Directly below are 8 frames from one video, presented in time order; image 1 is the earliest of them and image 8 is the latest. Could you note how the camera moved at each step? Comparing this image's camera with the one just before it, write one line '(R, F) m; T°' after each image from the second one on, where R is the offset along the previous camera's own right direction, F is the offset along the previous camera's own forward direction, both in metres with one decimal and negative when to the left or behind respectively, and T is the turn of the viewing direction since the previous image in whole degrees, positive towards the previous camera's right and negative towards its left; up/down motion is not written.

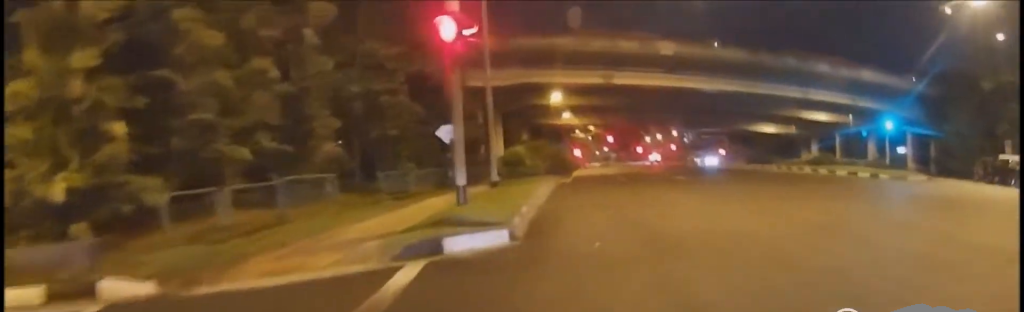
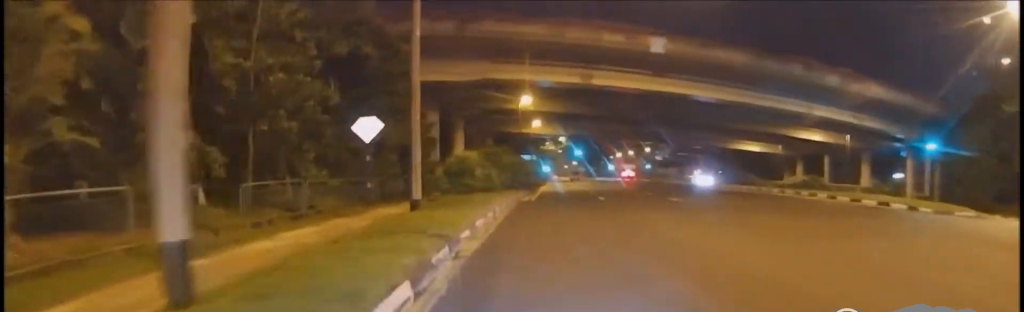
(+0.3, +6.1) m; +13°
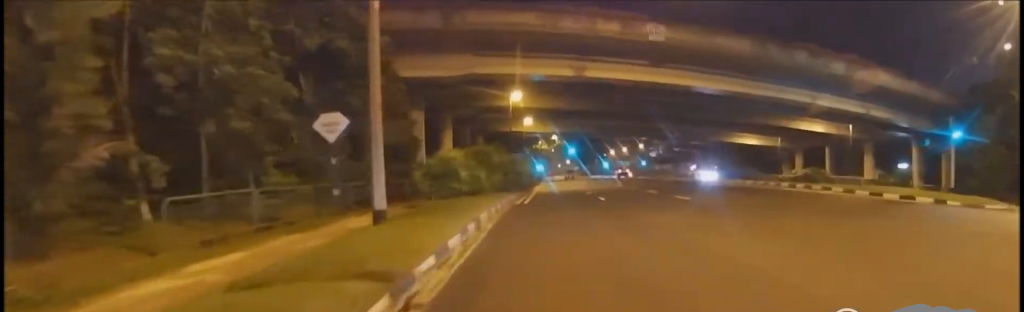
(+0.3, +2.2) m; -1°
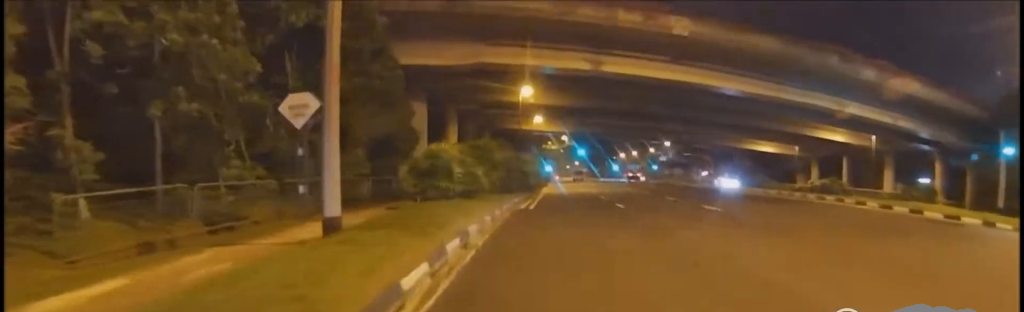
(+0.4, +2.4) m; -2°
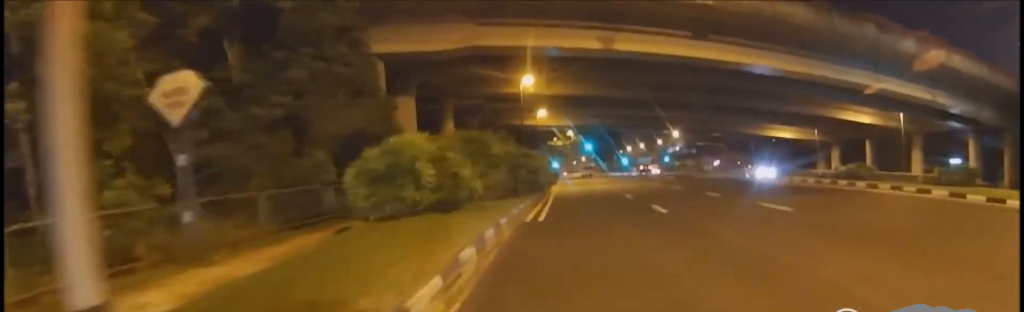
(-0.4, +4.1) m; -7°
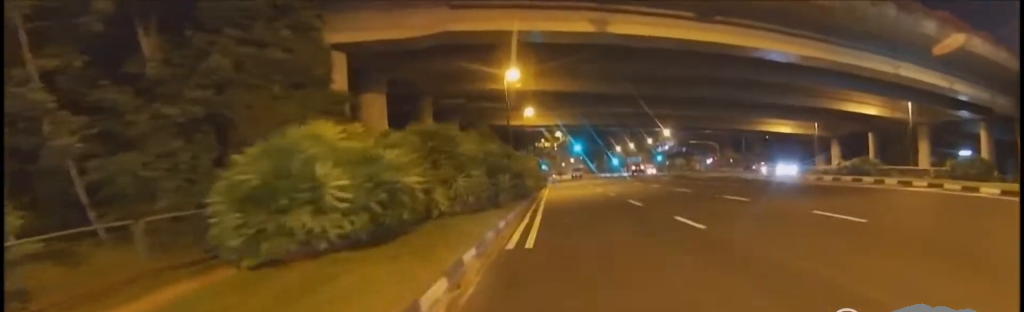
(-0.4, +3.5) m; -6°
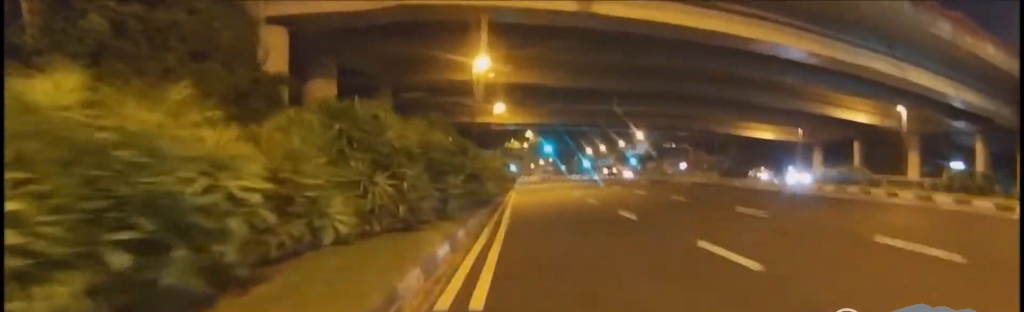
(0.0, +3.3) m; 0°
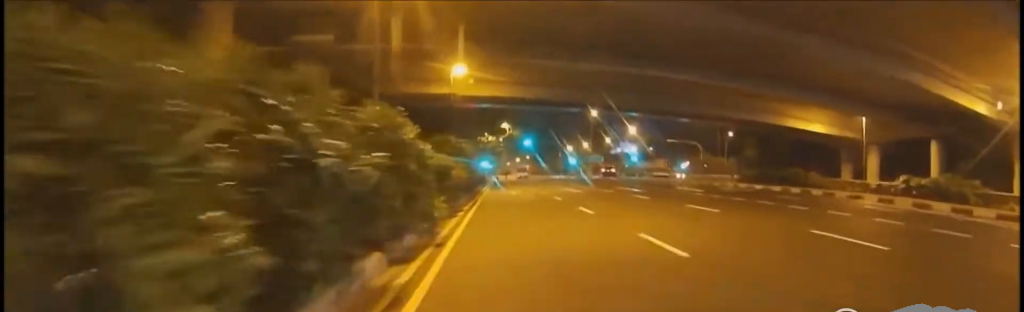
(+0.1, +16.6) m; +11°
